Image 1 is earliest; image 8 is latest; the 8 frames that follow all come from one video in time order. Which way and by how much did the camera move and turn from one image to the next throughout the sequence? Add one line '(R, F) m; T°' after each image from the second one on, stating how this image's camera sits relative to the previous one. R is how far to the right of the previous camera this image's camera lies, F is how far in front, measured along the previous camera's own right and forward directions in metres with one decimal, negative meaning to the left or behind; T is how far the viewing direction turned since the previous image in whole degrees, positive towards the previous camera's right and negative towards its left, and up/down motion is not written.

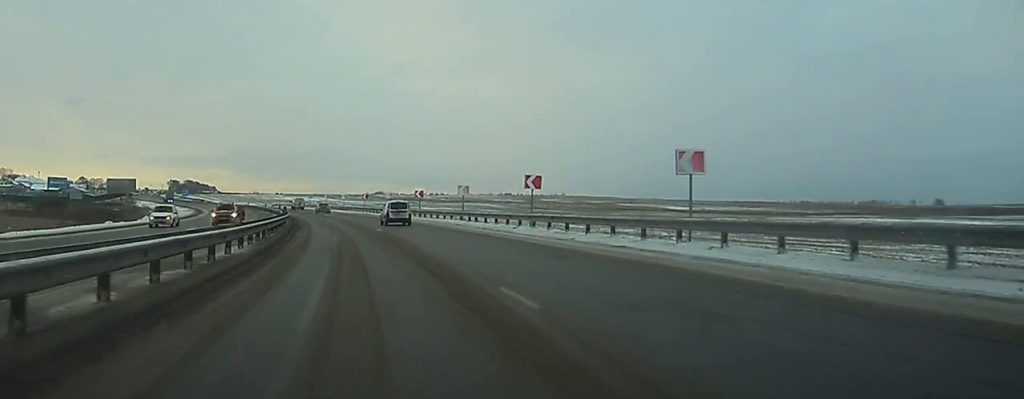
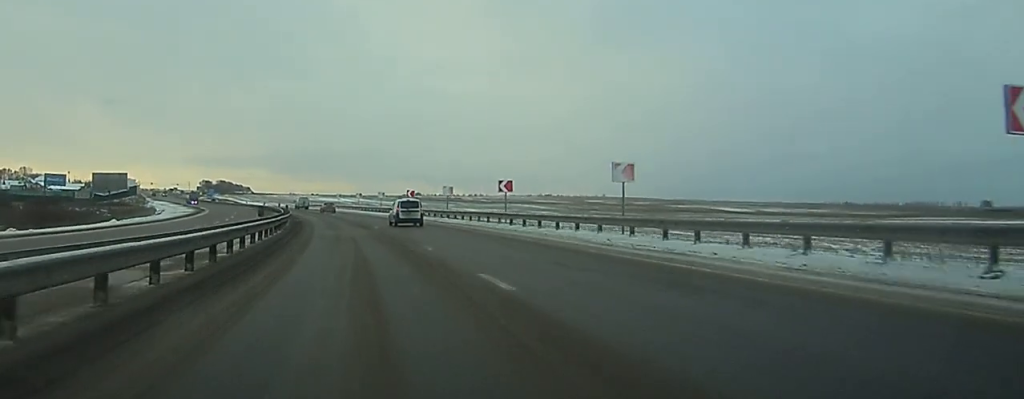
(-0.5, +33.9) m; -2°
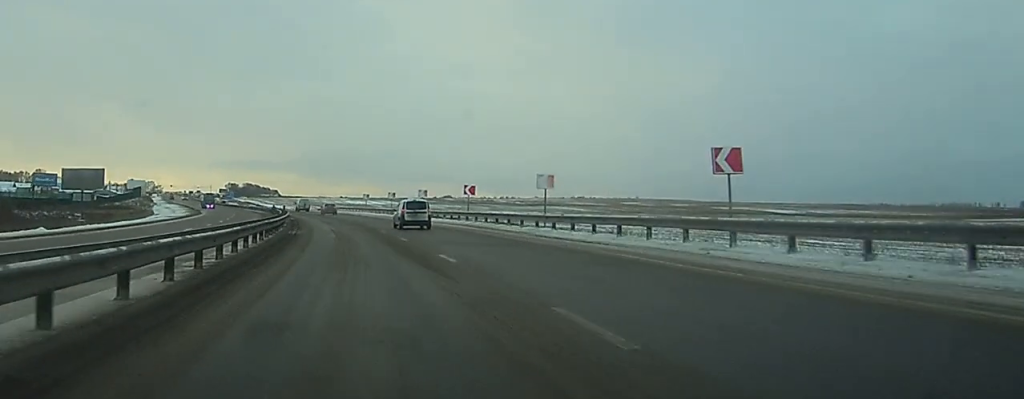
(-0.2, +29.1) m; -2°
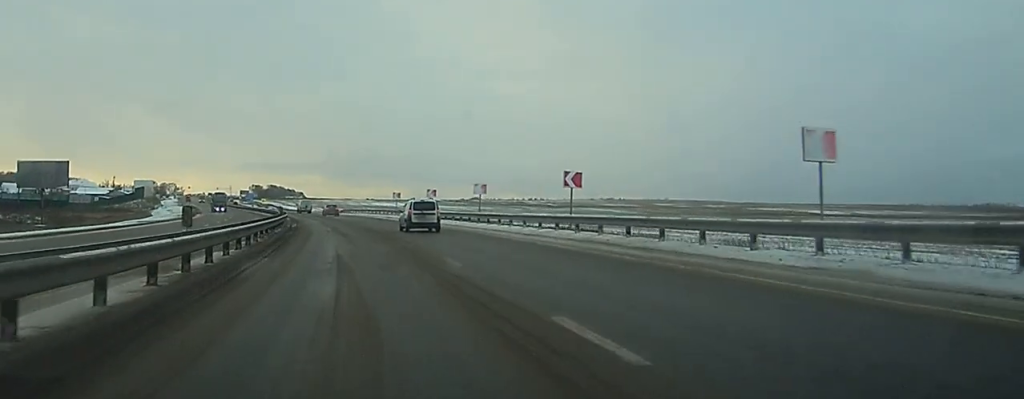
(-0.9, +25.0) m; -4°
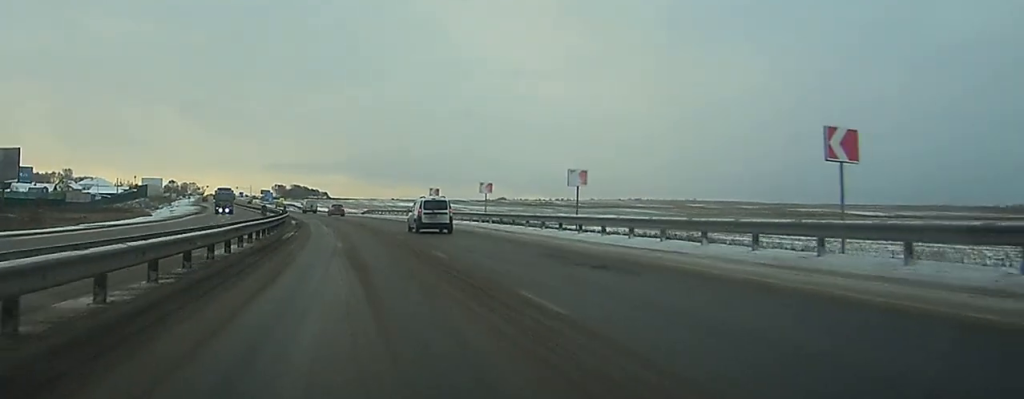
(-0.8, +20.8) m; -2°
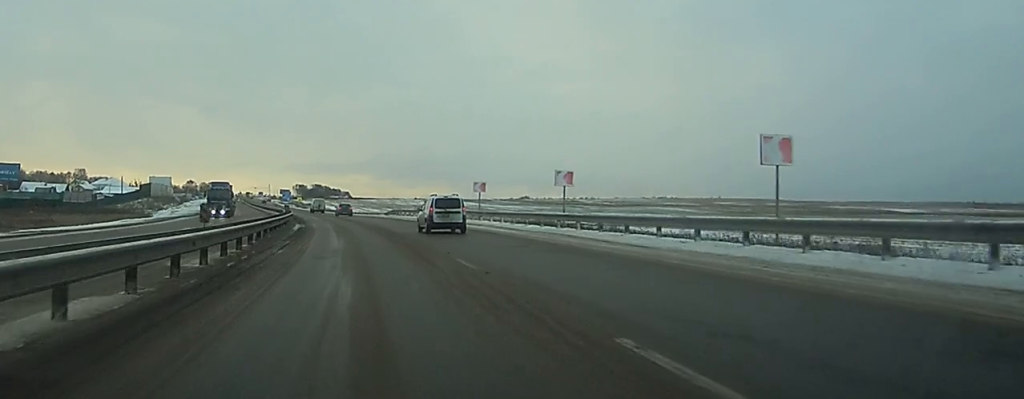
(-0.1, +16.7) m; -1°
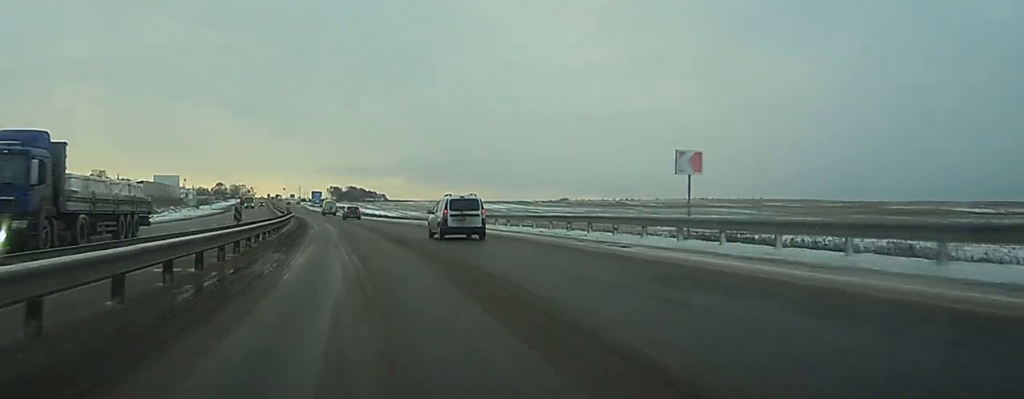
(-1.0, +34.0) m; -5°
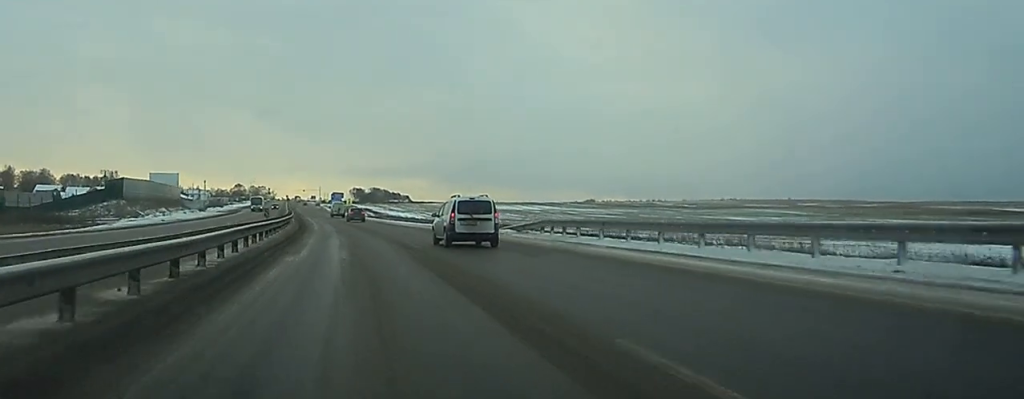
(-1.0, +25.0) m; -2°
